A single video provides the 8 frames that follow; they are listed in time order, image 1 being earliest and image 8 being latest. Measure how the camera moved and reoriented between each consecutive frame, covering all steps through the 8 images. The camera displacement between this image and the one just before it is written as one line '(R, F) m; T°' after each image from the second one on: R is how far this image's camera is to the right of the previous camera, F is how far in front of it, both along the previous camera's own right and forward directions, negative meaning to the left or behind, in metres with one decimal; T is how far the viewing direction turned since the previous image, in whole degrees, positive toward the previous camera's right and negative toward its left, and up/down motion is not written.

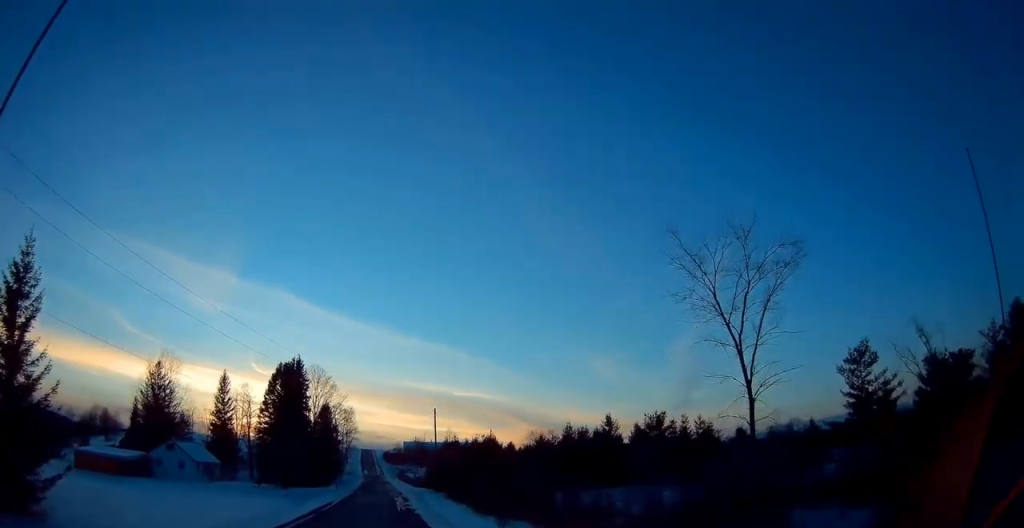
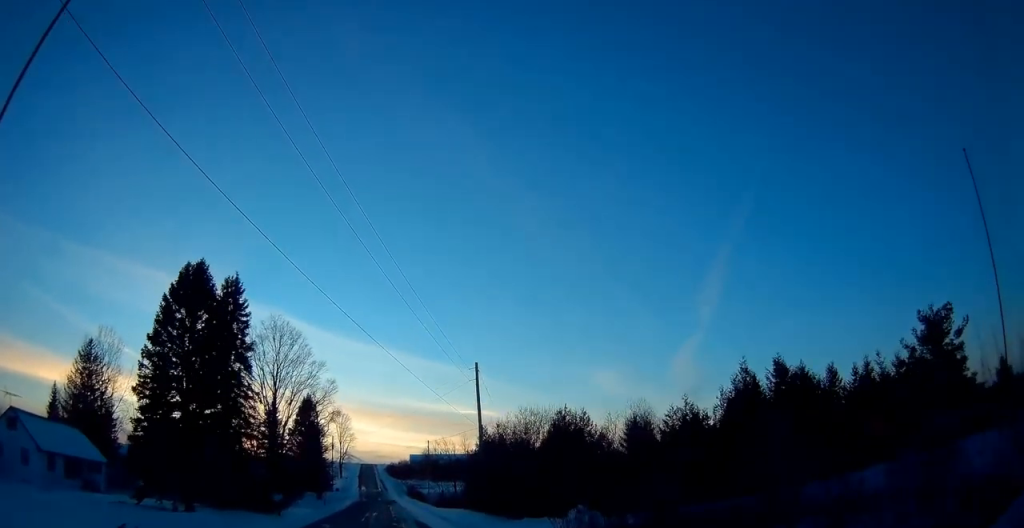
(-0.6, +39.6) m; 0°
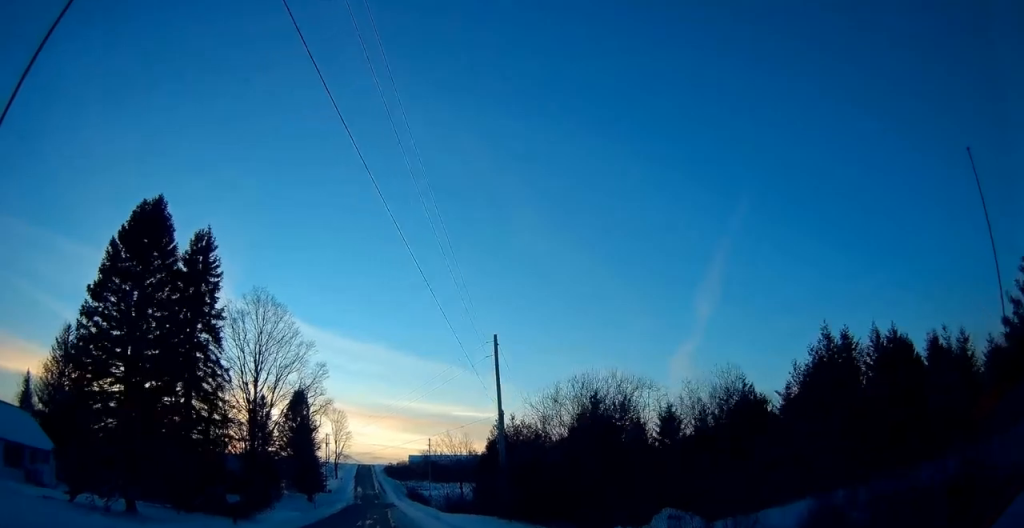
(+0.1, +9.1) m; +1°
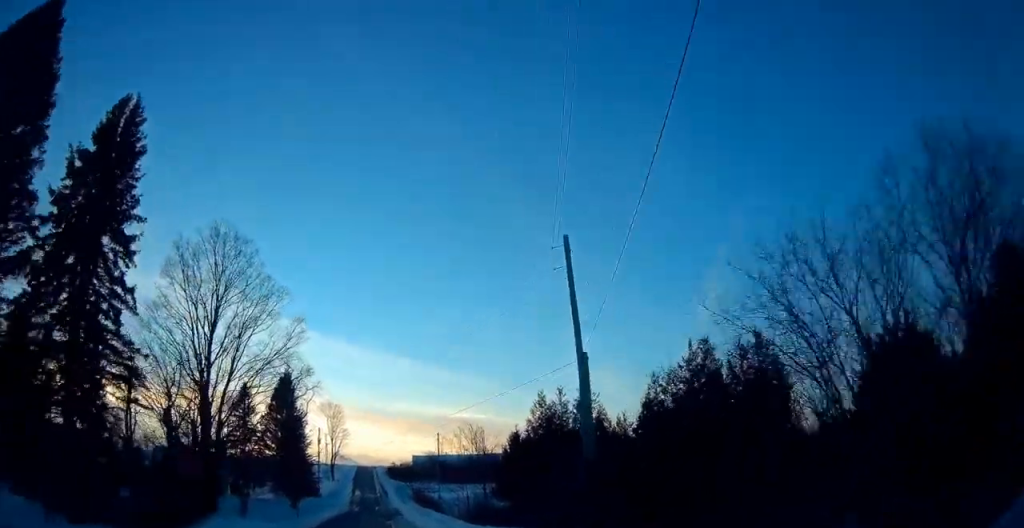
(+0.1, +16.3) m; 0°
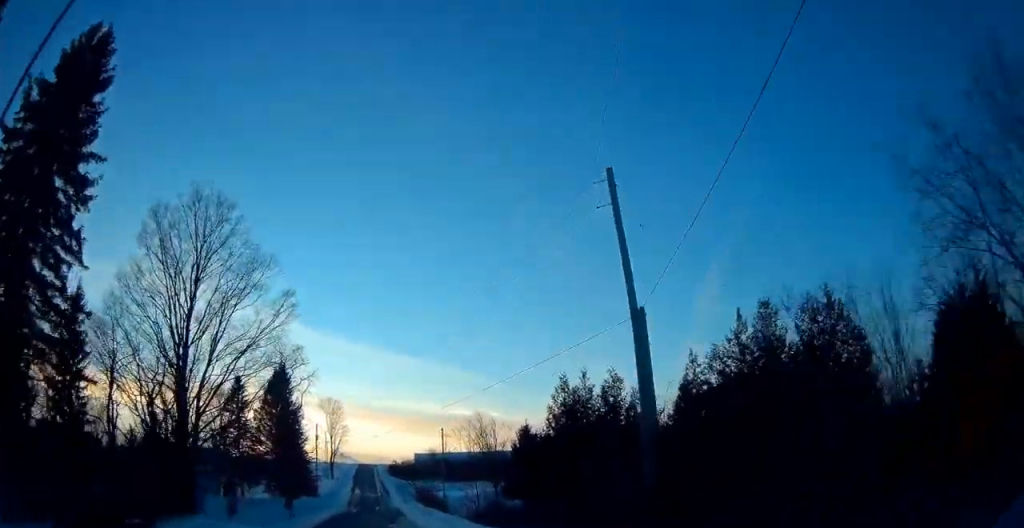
(0.0, +5.4) m; 0°
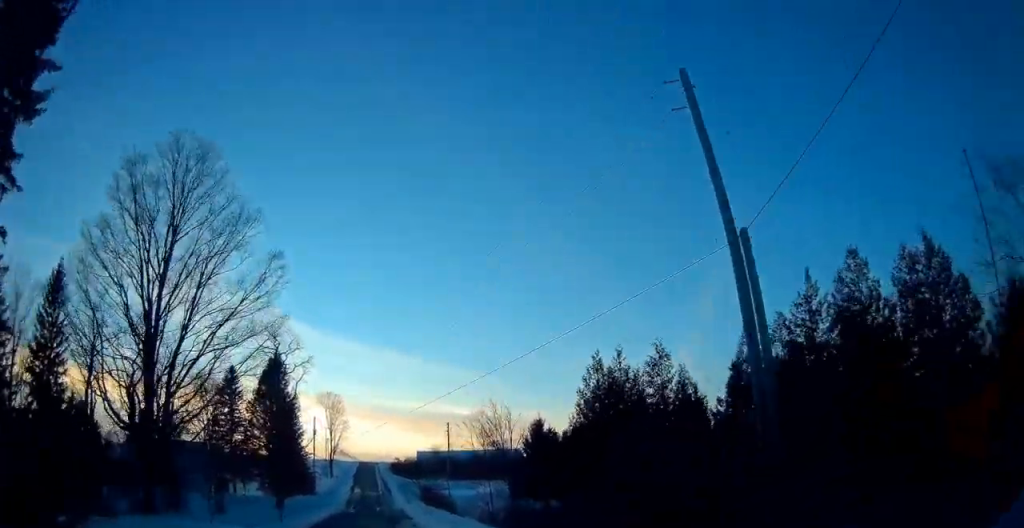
(0.0, +5.3) m; 0°
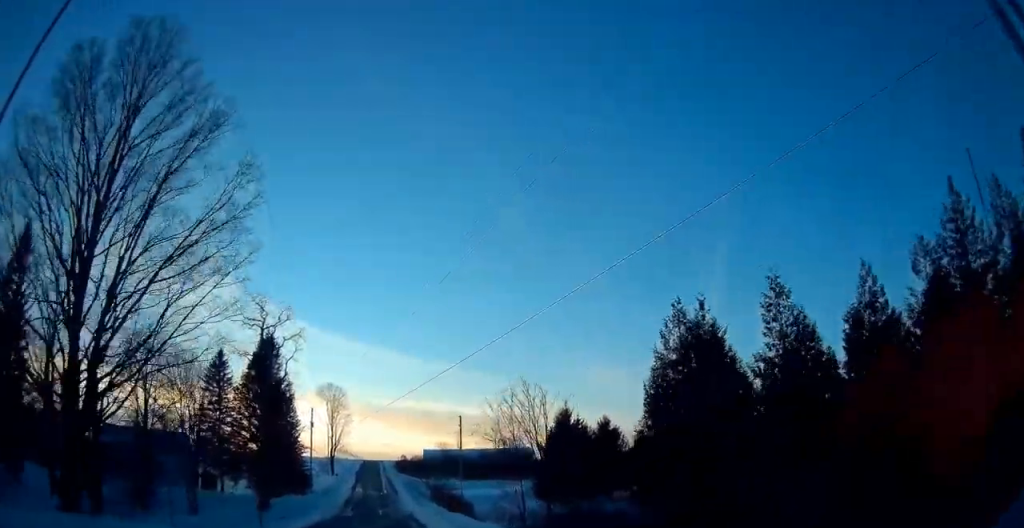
(0.0, +8.4) m; 0°
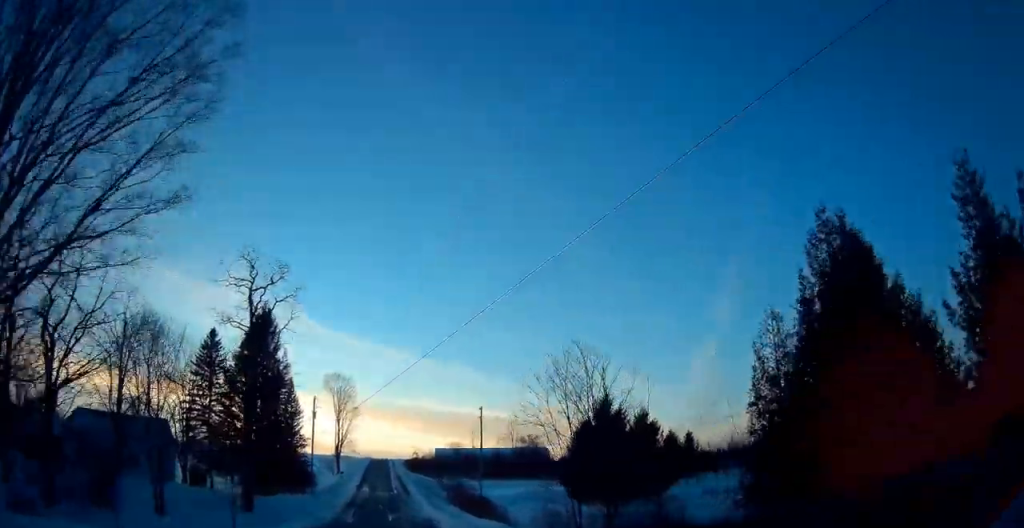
(0.0, +8.2) m; 0°
